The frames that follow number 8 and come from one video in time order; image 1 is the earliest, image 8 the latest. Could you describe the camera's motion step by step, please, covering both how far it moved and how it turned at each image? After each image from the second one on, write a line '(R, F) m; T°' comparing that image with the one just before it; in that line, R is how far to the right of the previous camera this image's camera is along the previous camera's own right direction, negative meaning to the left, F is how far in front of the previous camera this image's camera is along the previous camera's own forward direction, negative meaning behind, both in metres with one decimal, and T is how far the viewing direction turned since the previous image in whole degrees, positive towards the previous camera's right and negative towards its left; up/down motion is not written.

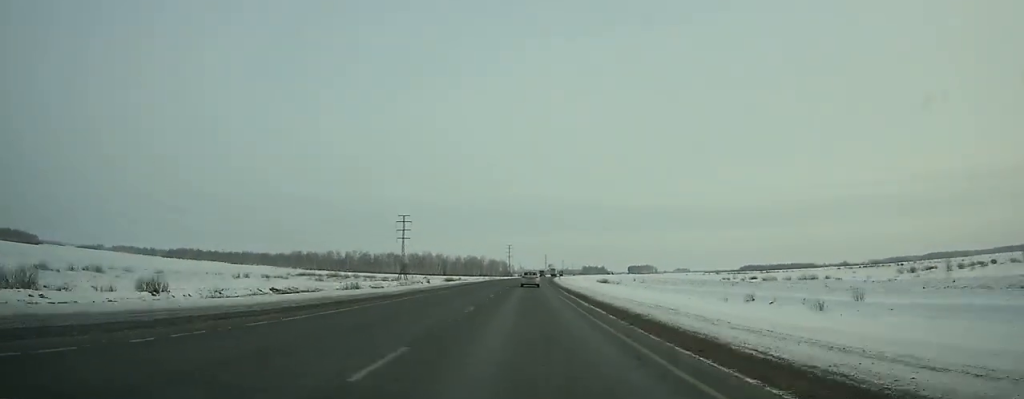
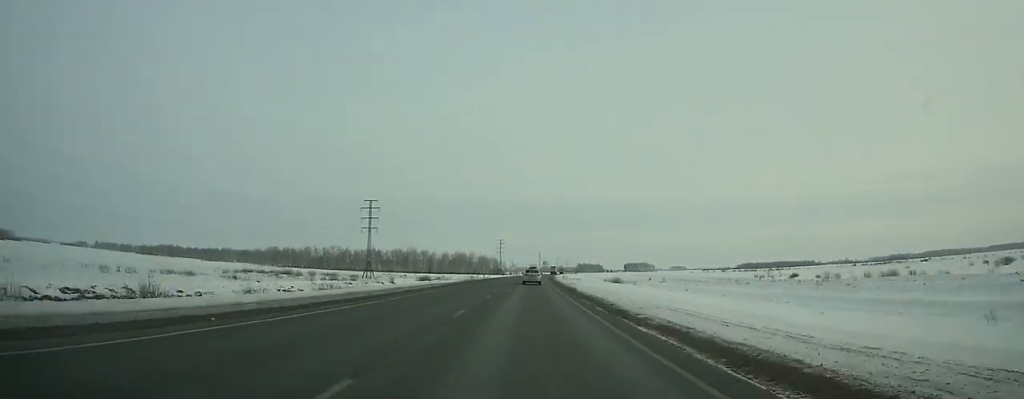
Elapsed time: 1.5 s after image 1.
(+0.1, +39.3) m; +1°
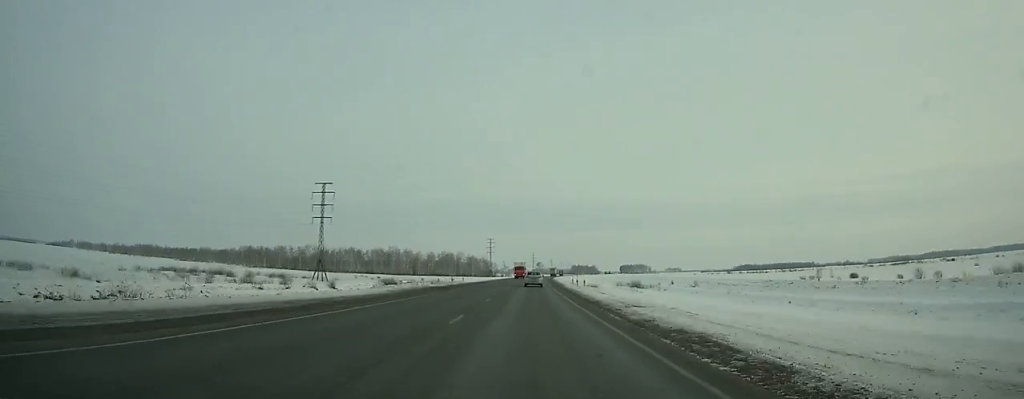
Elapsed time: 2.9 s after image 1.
(+0.4, +36.6) m; +1°
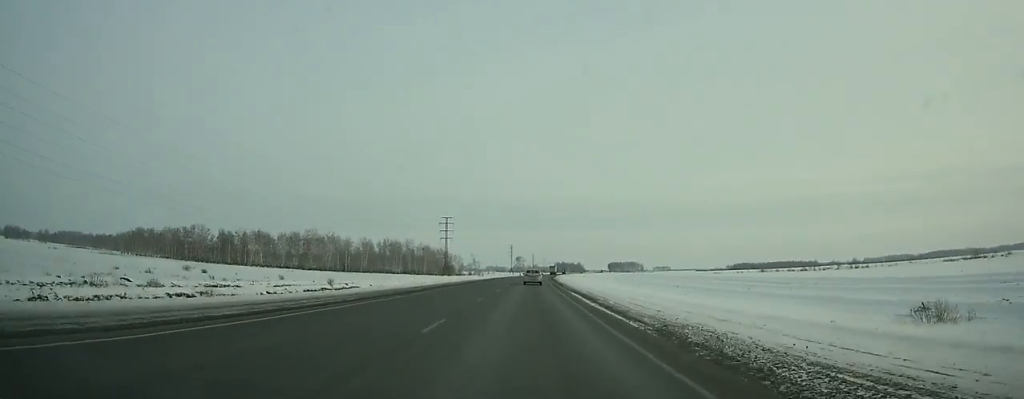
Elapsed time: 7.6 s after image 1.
(+2.1, +123.0) m; +2°
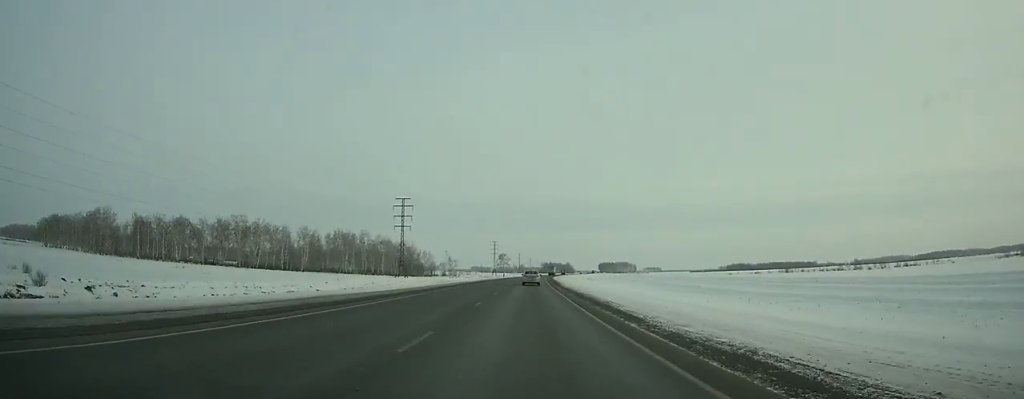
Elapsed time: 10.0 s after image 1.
(+0.7, +63.2) m; +1°
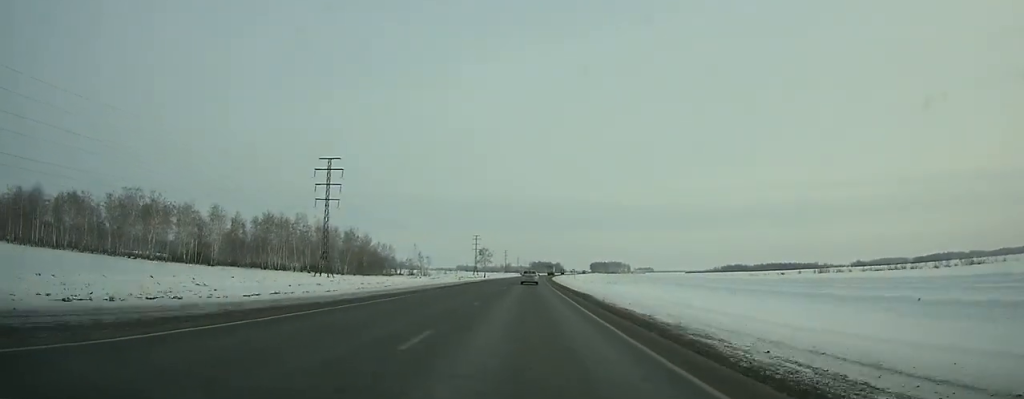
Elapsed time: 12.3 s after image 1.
(+0.7, +60.9) m; +1°
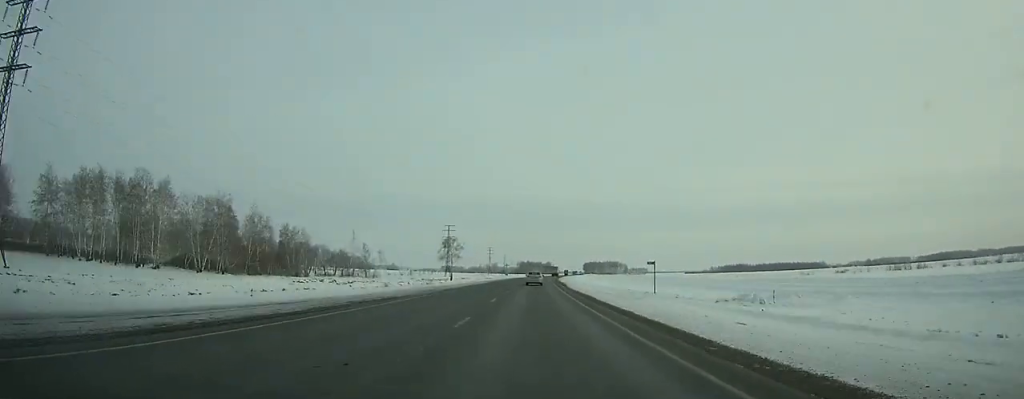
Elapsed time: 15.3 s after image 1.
(+1.0, +80.1) m; +2°
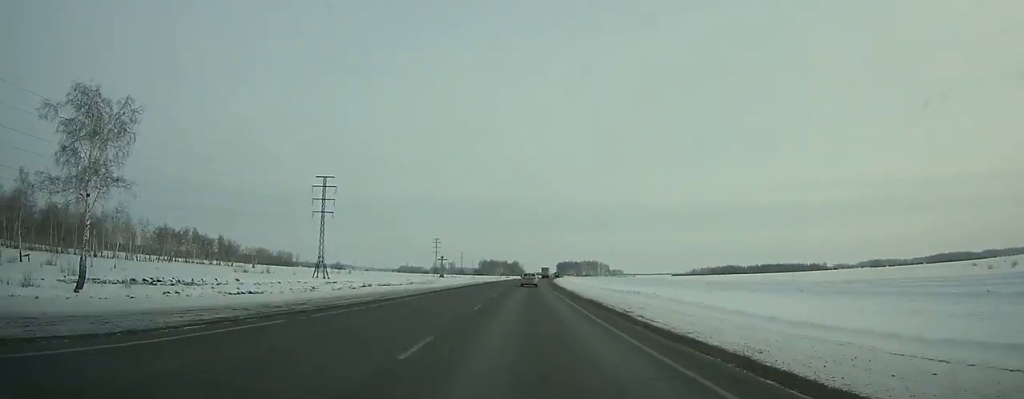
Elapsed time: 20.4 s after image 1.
(+3.5, +136.9) m; +3°
